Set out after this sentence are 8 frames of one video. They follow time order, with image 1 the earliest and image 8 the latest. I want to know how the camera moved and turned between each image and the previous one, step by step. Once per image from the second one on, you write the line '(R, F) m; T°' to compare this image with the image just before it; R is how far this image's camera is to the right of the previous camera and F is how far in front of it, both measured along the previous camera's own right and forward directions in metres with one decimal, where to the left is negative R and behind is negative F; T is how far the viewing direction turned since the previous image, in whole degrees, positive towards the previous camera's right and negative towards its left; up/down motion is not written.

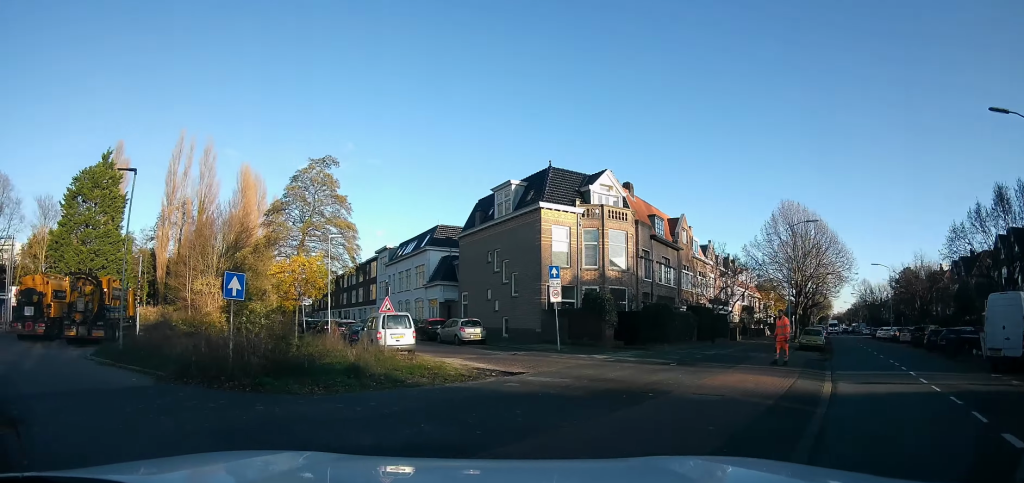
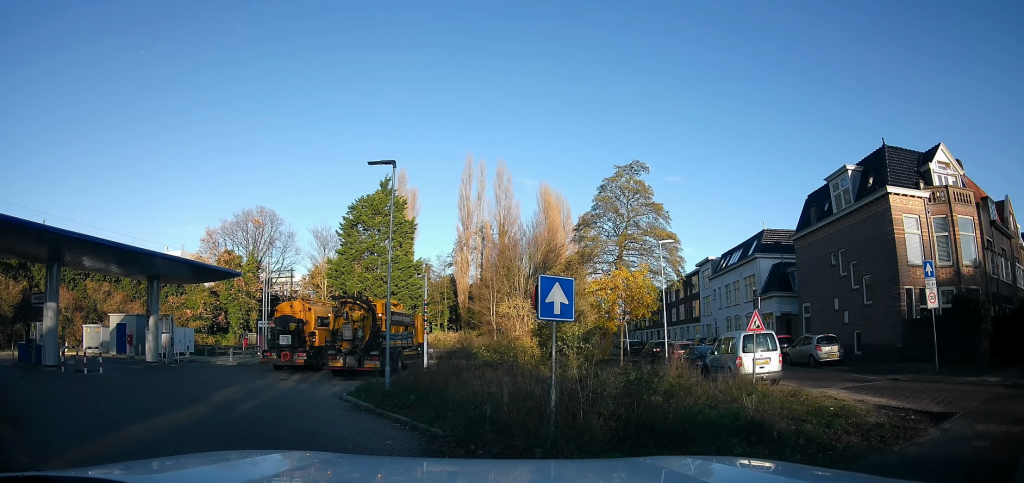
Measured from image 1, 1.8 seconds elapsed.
(-2.7, +5.0) m; -42°
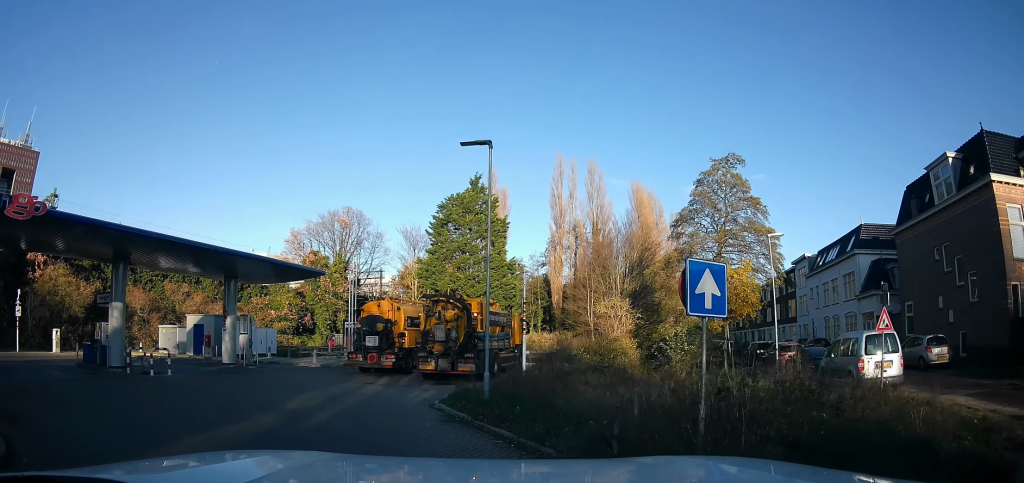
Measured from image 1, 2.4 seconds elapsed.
(+0.6, +1.2) m; -11°
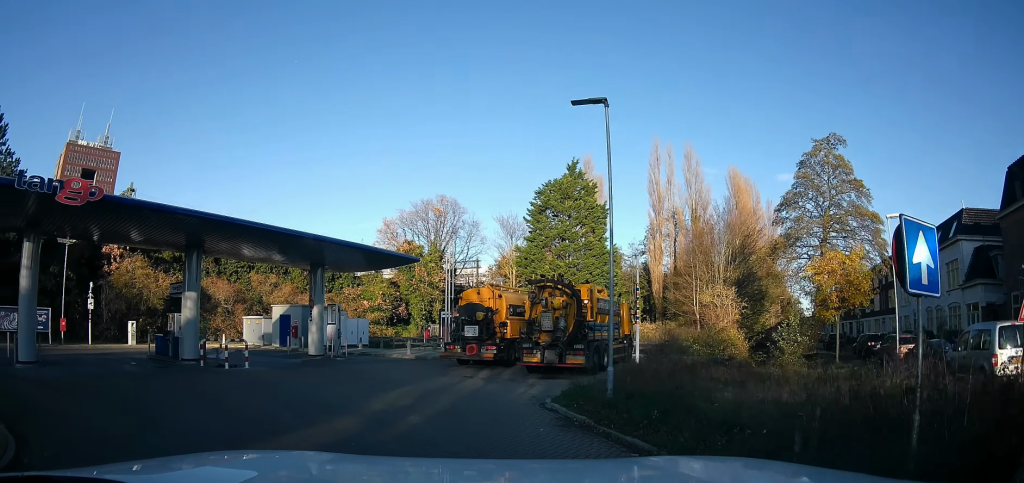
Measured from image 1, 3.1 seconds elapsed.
(-0.7, +1.4) m; -20°
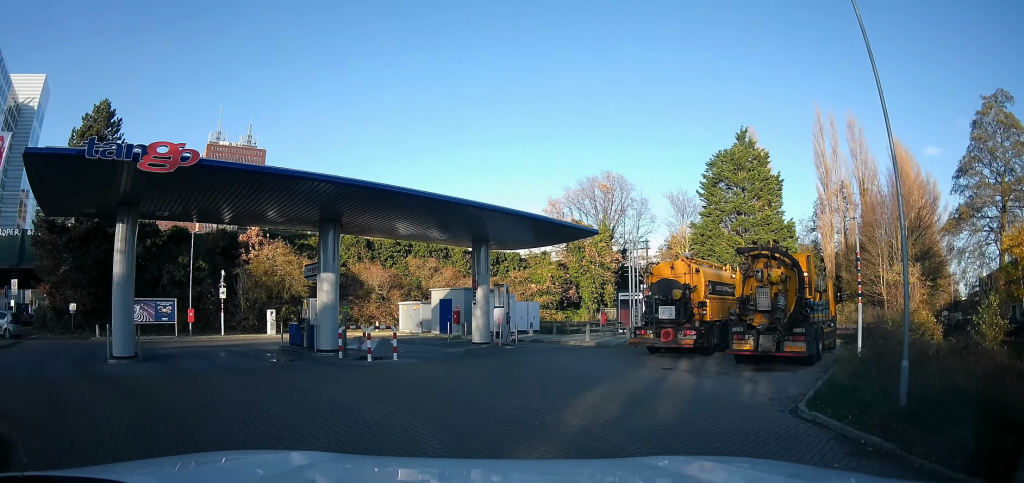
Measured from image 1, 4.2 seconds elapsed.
(-0.8, +3.3) m; -14°
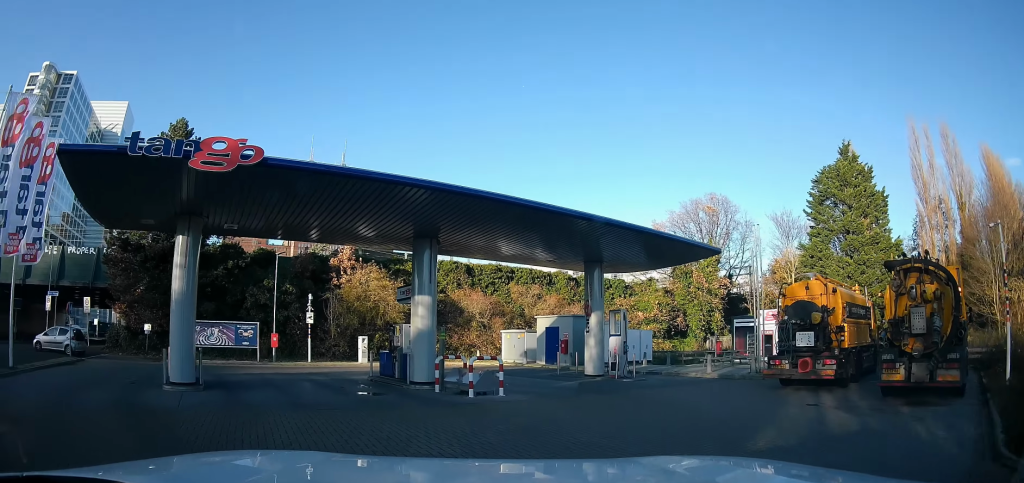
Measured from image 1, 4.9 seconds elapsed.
(0.0, +2.3) m; -8°
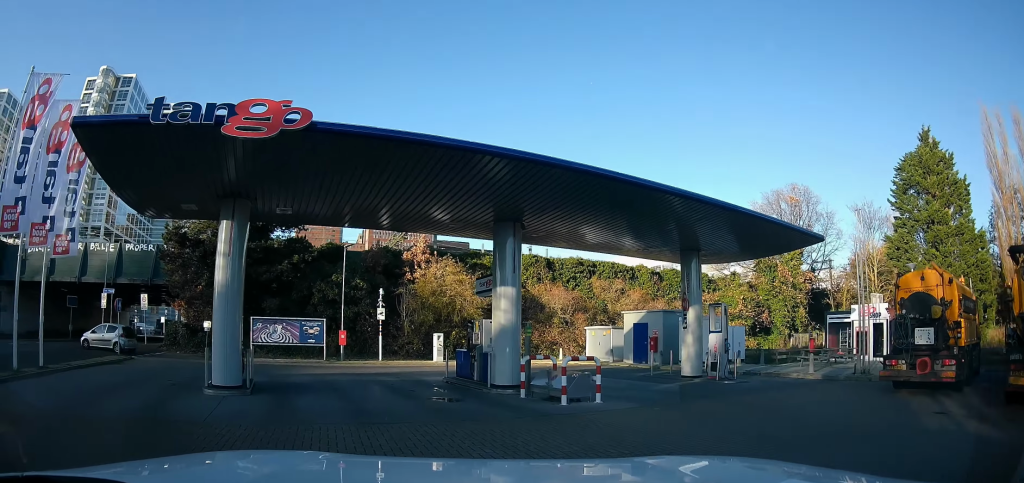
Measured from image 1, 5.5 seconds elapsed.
(+0.2, +1.9) m; -9°
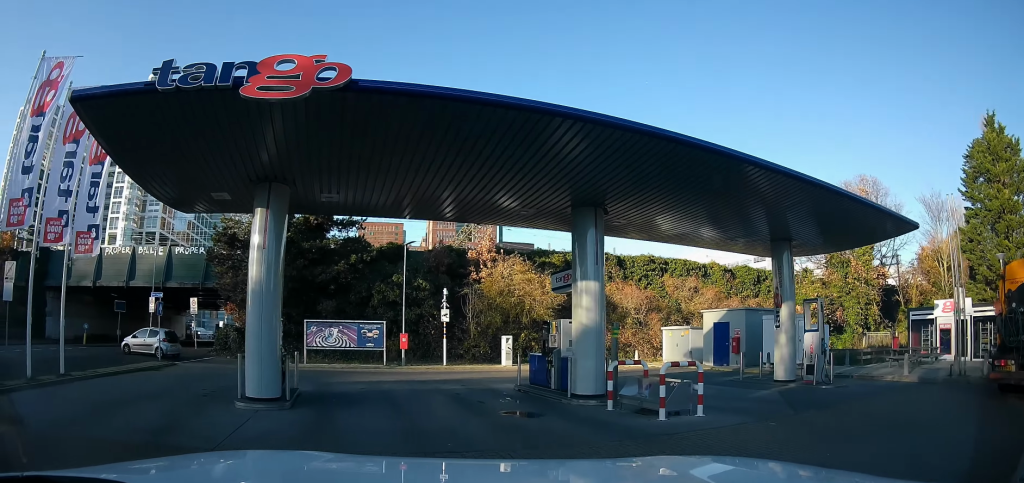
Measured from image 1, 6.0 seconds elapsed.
(-0.5, +1.8) m; -8°
